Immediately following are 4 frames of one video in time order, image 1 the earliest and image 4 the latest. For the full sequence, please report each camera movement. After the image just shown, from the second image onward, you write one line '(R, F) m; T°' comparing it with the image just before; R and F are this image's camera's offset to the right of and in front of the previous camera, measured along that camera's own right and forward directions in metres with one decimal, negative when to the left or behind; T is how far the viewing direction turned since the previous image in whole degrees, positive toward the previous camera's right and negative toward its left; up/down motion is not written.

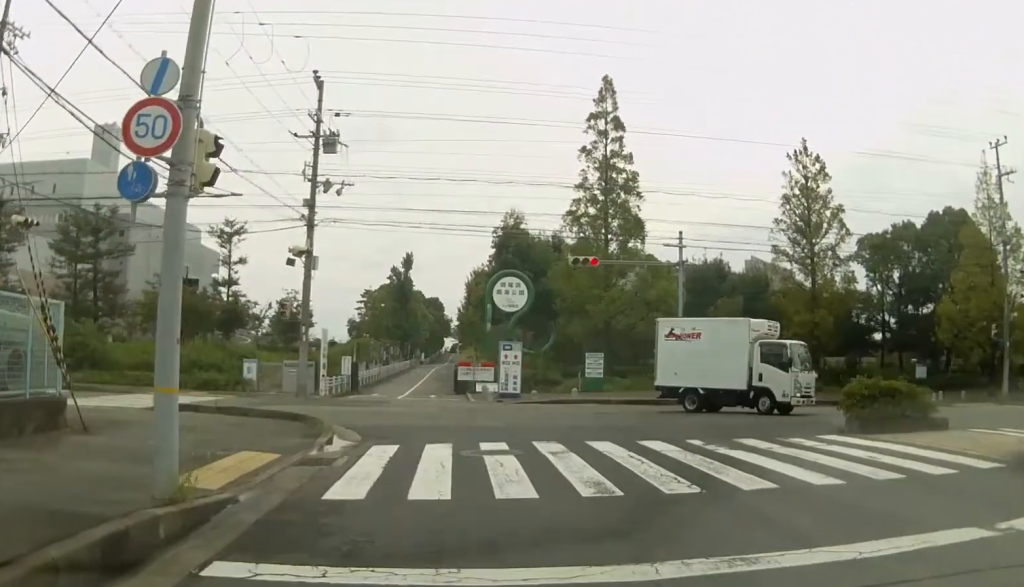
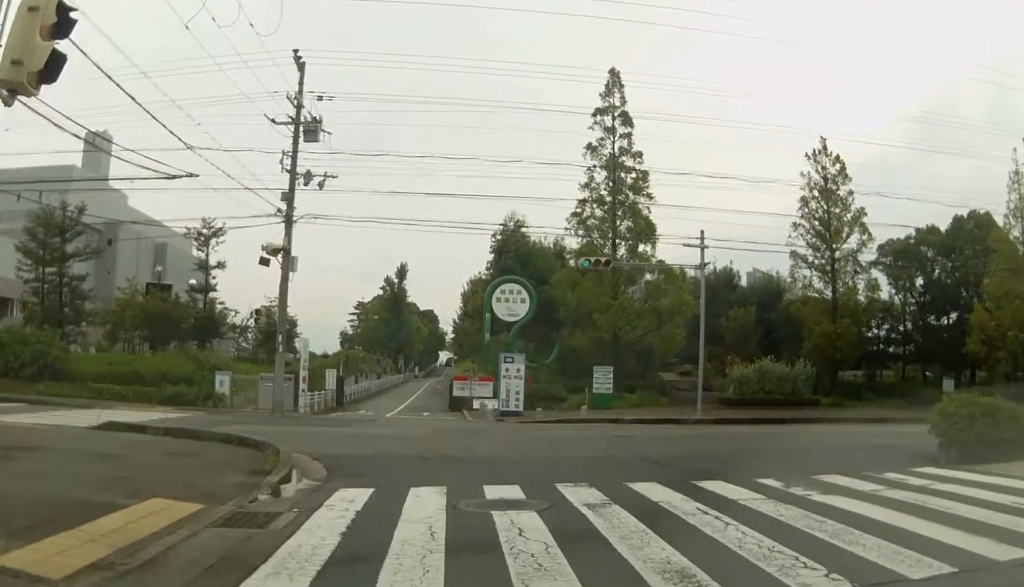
(-0.1, +5.4) m; +1°
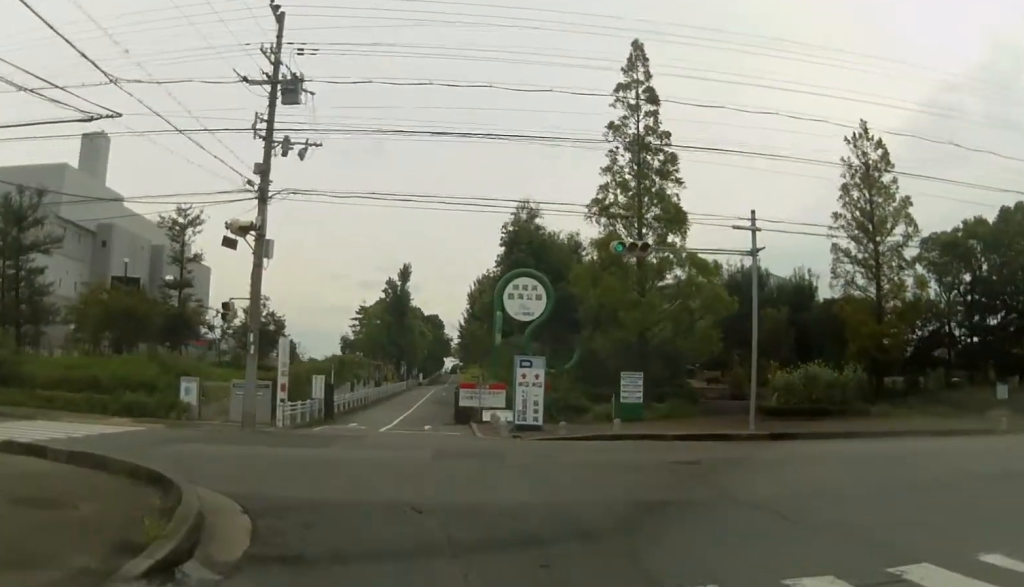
(+0.2, +3.4) m; +3°
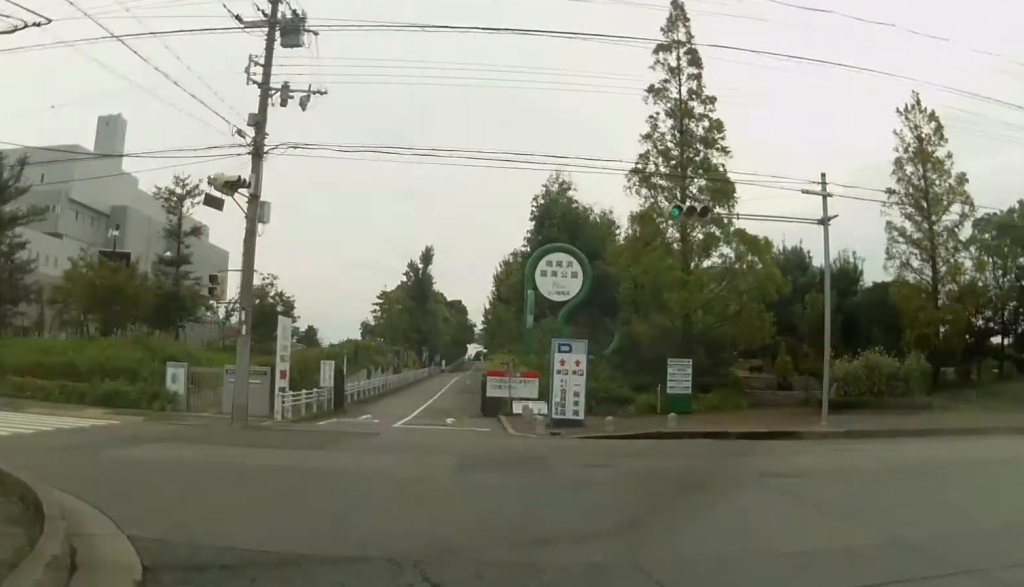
(0.0, +3.0) m; -2°
